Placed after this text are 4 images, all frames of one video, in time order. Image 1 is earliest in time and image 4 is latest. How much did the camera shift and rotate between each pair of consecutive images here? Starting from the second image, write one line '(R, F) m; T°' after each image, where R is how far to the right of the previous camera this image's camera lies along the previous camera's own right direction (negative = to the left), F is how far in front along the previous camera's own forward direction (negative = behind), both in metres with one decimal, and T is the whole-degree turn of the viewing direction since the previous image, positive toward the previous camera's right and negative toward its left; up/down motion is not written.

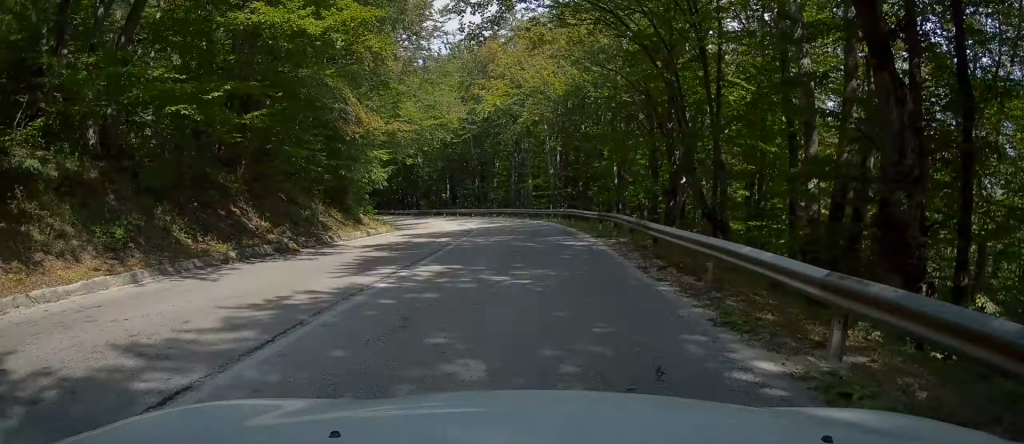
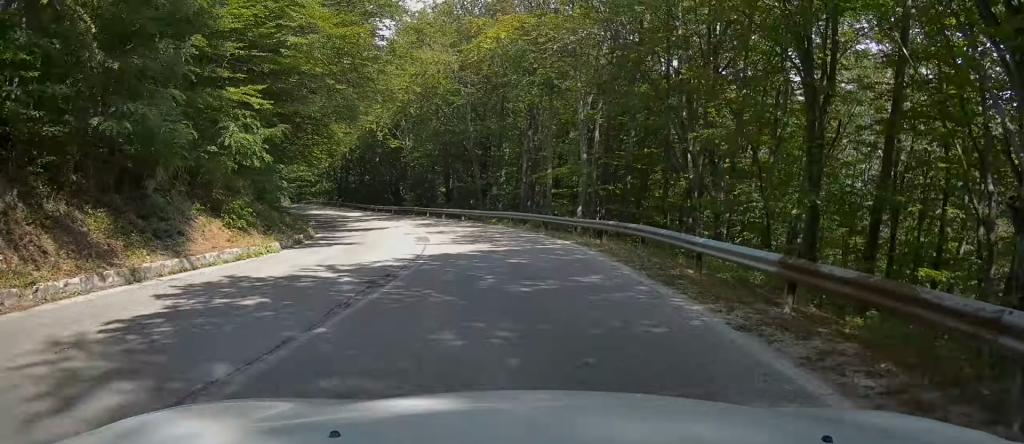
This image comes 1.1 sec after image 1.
(+0.7, +15.8) m; -1°
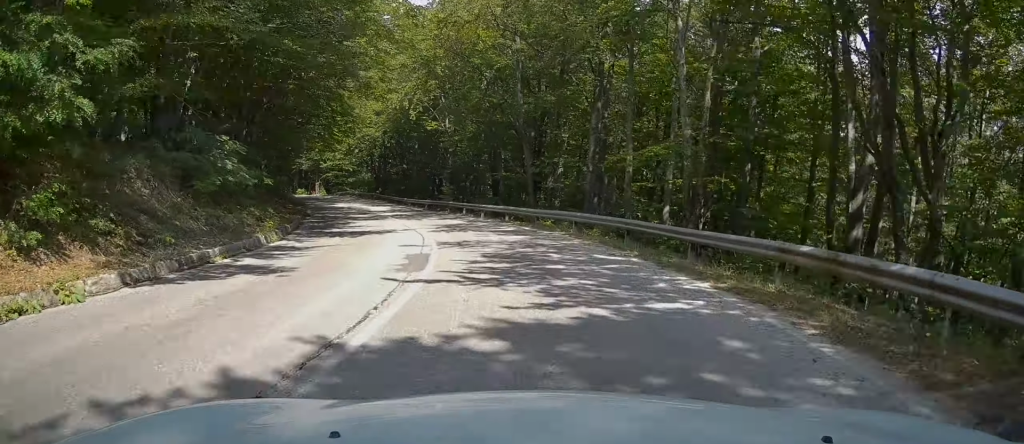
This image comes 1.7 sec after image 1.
(-0.3, +9.2) m; -5°
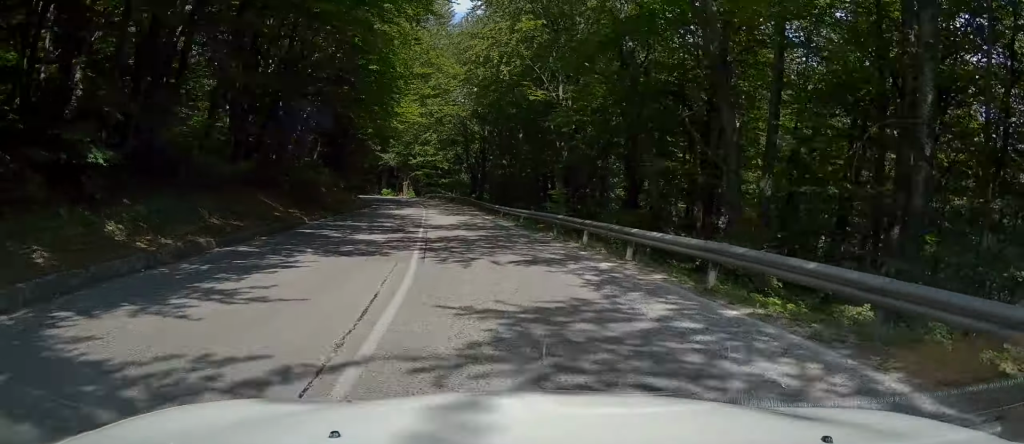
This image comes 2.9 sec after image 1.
(-1.9, +17.0) m; -10°
